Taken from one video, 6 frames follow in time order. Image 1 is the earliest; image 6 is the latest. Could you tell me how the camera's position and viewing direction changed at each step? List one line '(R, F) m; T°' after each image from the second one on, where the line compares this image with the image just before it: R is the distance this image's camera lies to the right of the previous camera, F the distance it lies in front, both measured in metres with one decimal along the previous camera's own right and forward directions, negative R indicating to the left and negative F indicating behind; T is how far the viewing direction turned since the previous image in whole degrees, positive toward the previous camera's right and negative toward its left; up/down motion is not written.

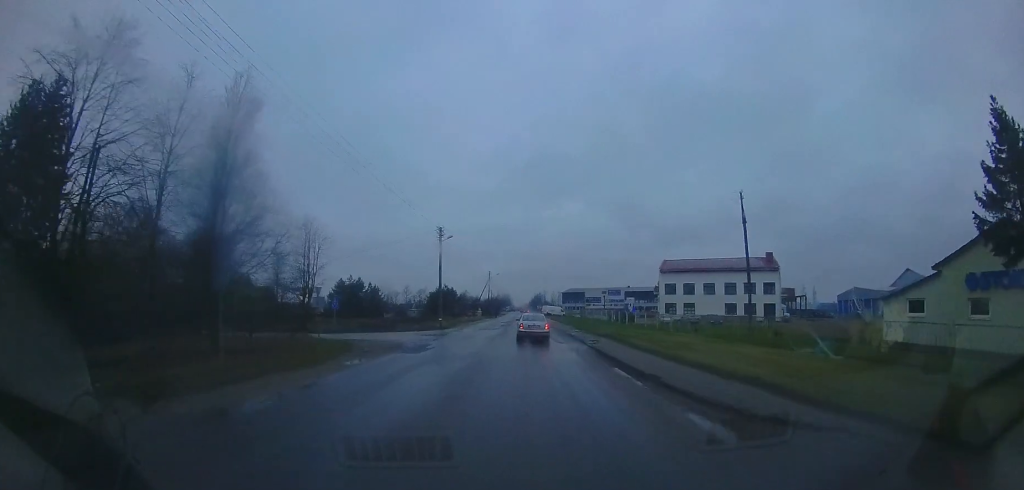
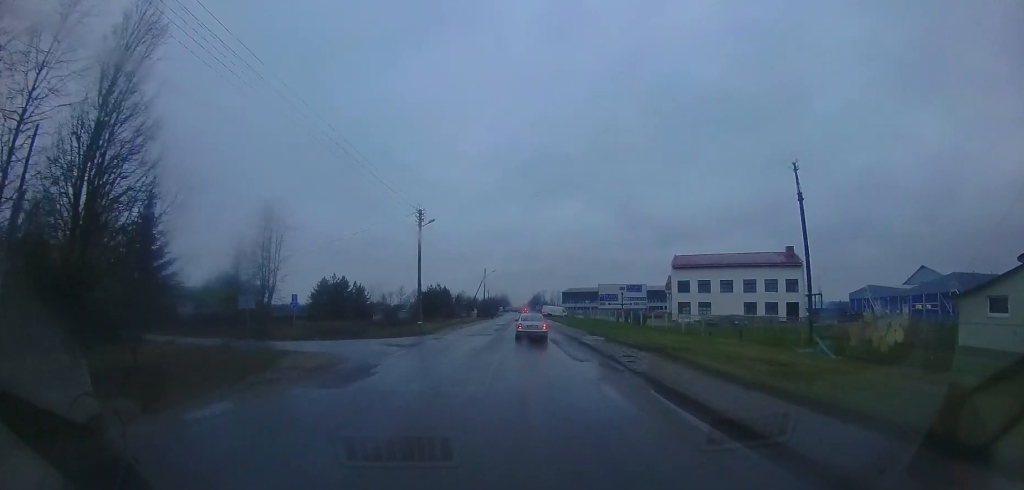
(-0.1, +5.9) m; +1°
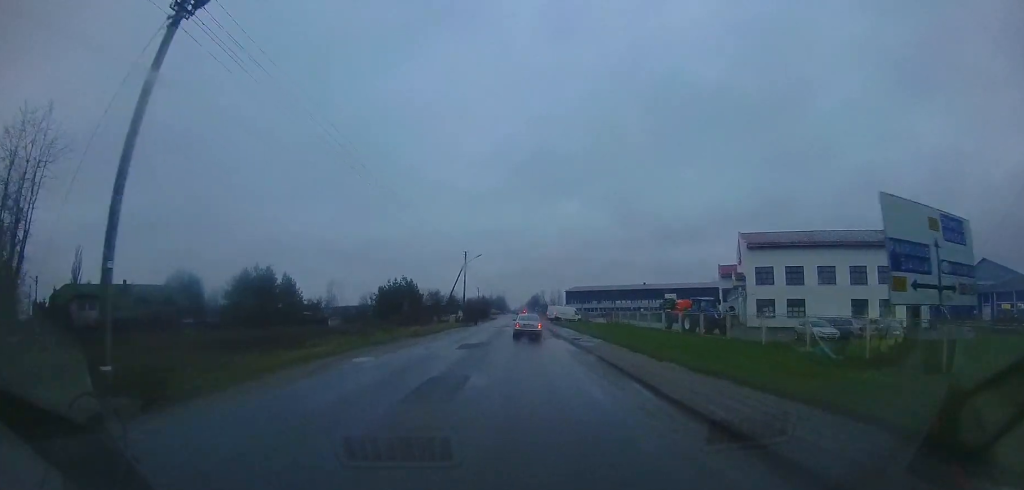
(+0.5, +20.6) m; +1°
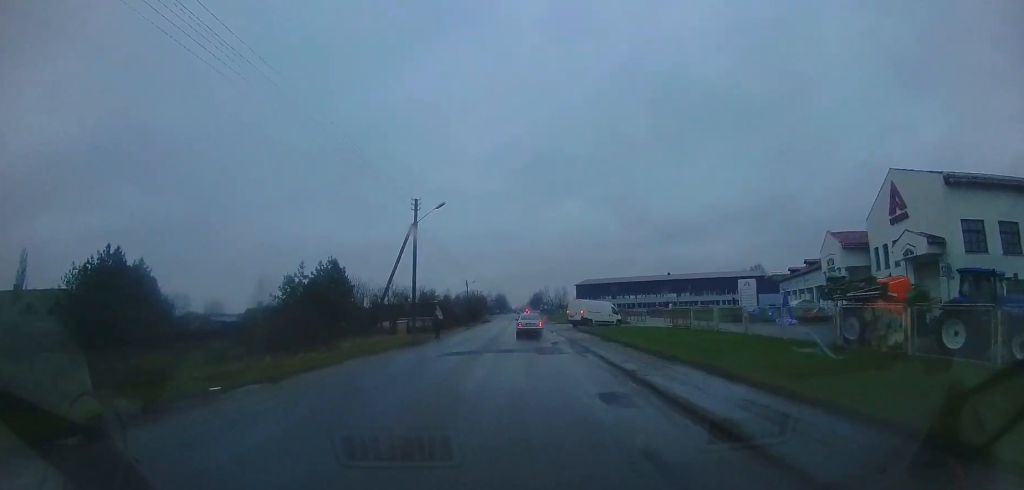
(0.0, +21.9) m; -2°
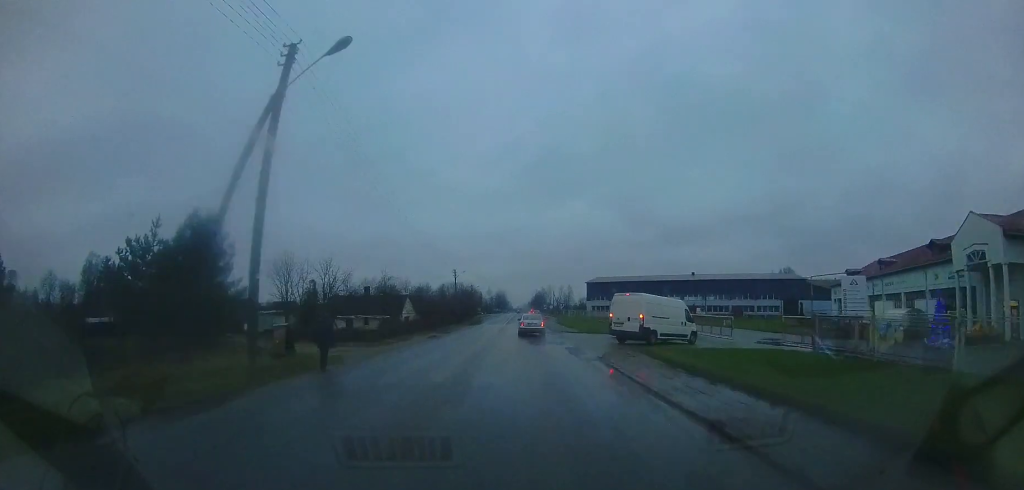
(-0.5, +15.2) m; -2°
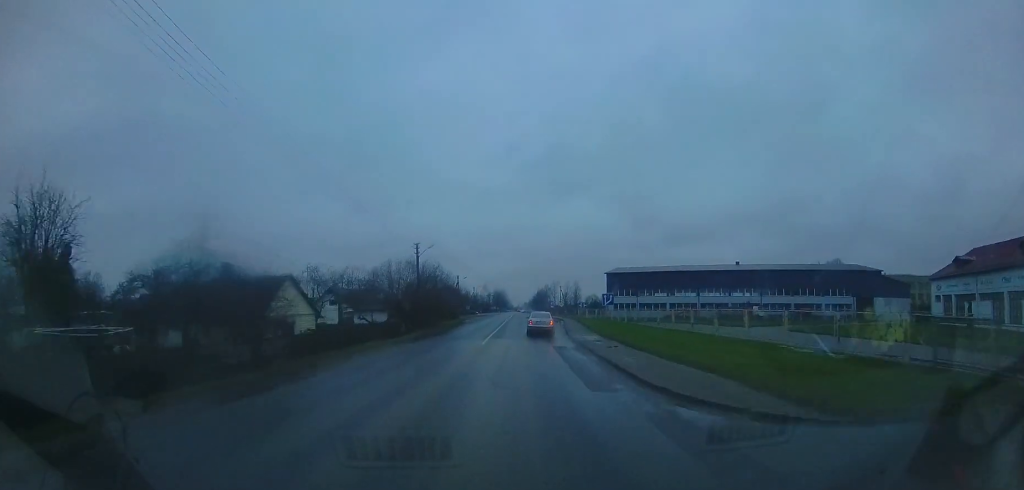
(0.0, +21.9) m; -1°
